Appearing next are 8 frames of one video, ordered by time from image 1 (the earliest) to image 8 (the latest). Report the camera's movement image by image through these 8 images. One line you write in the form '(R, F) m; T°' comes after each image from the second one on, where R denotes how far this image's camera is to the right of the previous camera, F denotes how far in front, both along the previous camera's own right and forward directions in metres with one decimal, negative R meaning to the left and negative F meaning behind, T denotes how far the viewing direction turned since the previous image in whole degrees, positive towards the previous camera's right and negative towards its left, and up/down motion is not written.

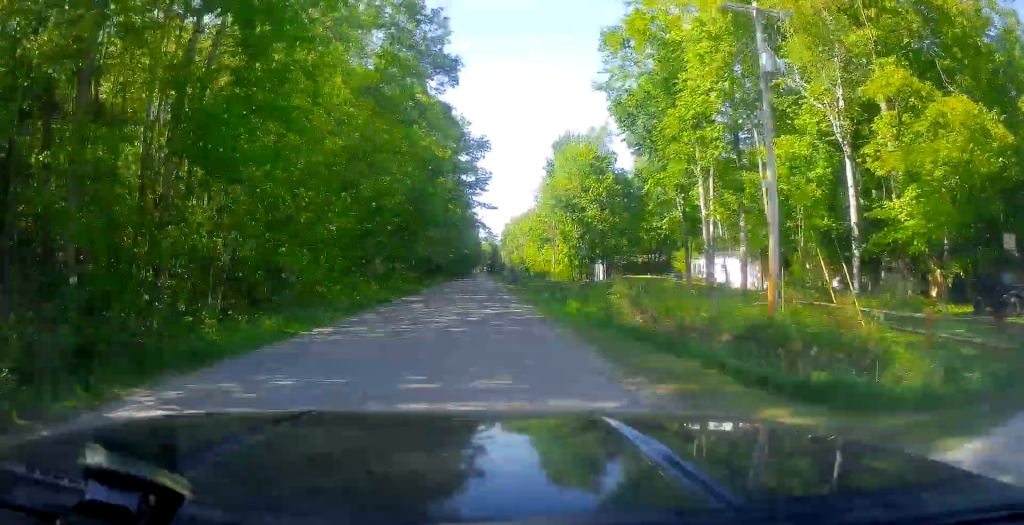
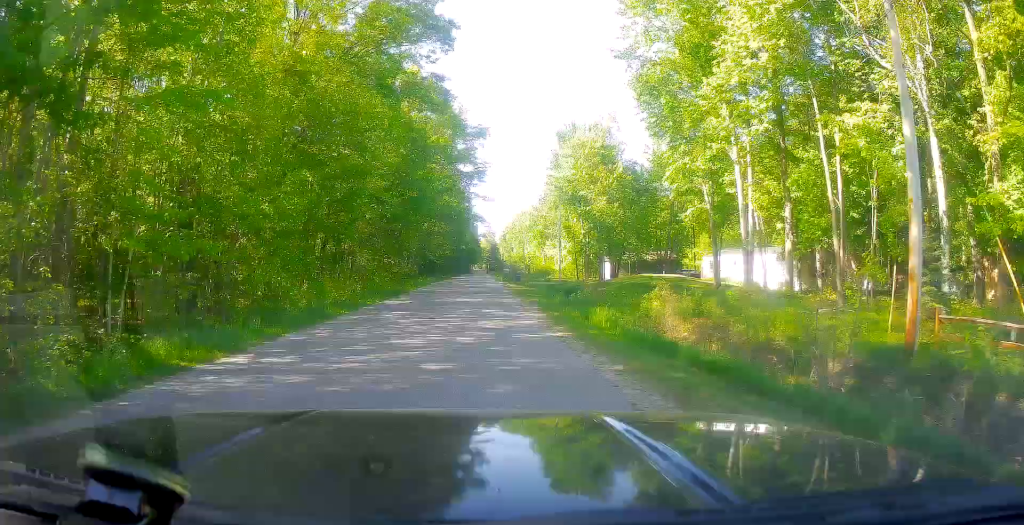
(0.0, +6.8) m; 0°
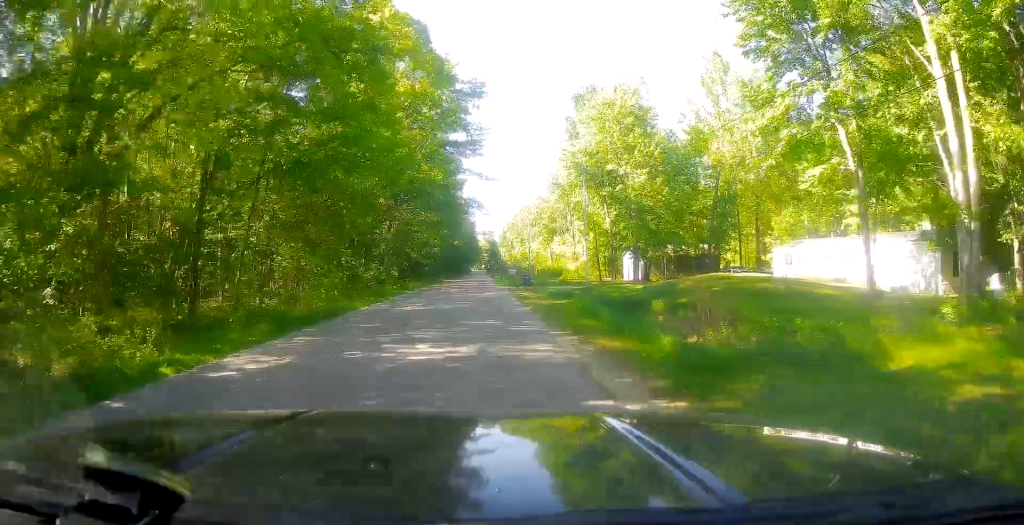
(0.0, +19.3) m; 0°
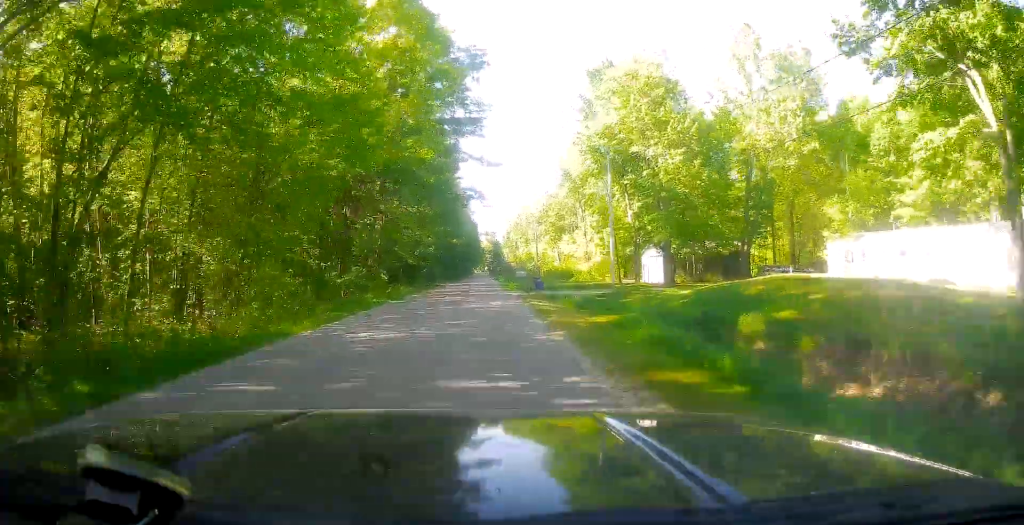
(0.0, +9.4) m; 0°
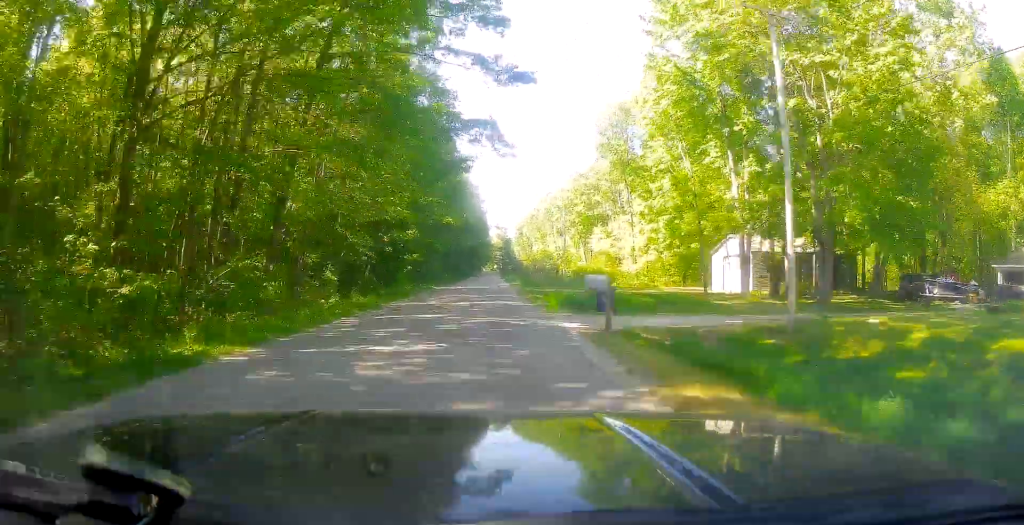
(0.0, +23.4) m; 0°
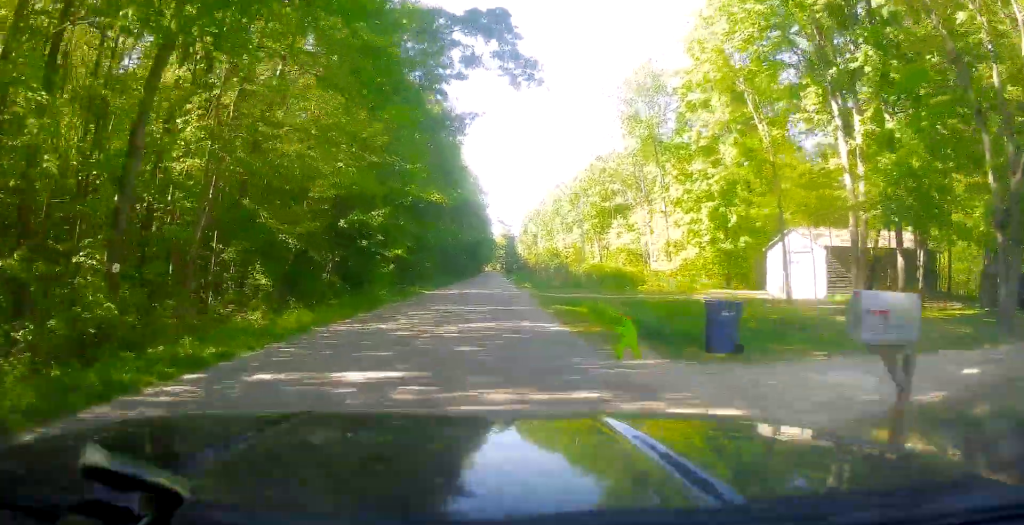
(0.0, +11.9) m; 0°
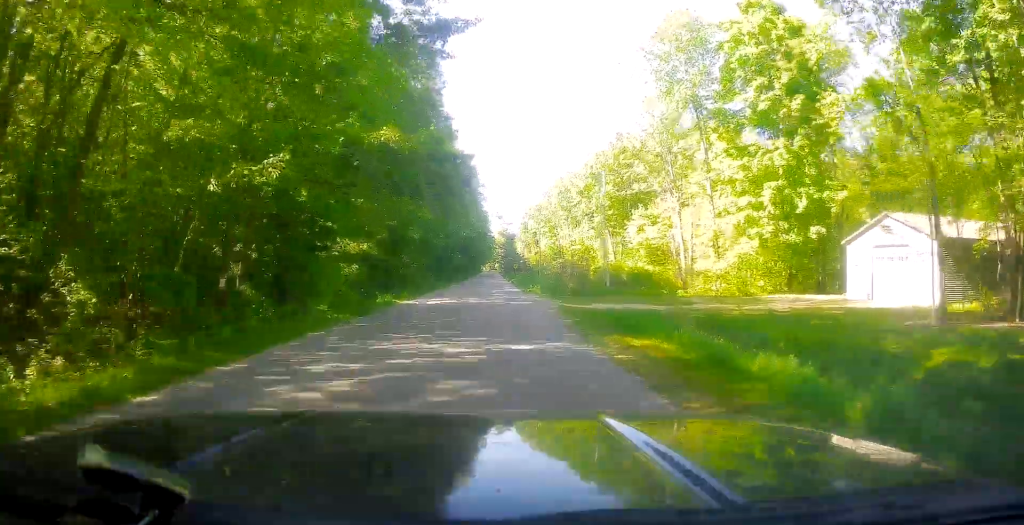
(0.0, +12.3) m; 0°
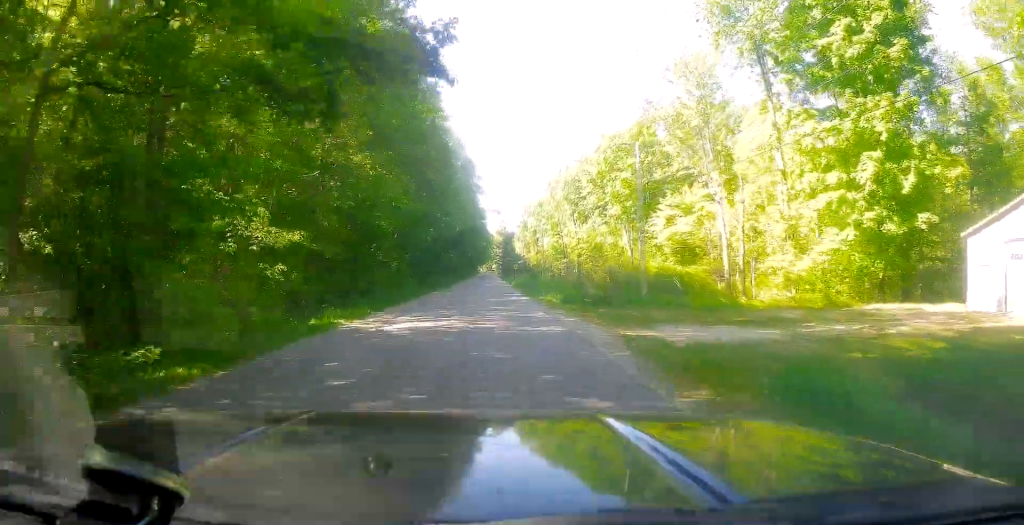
(0.0, +11.8) m; 0°
